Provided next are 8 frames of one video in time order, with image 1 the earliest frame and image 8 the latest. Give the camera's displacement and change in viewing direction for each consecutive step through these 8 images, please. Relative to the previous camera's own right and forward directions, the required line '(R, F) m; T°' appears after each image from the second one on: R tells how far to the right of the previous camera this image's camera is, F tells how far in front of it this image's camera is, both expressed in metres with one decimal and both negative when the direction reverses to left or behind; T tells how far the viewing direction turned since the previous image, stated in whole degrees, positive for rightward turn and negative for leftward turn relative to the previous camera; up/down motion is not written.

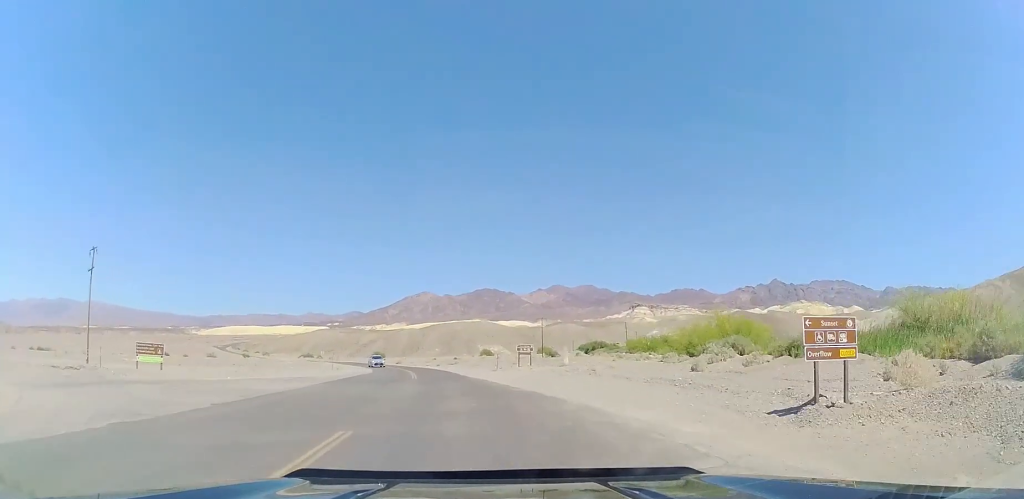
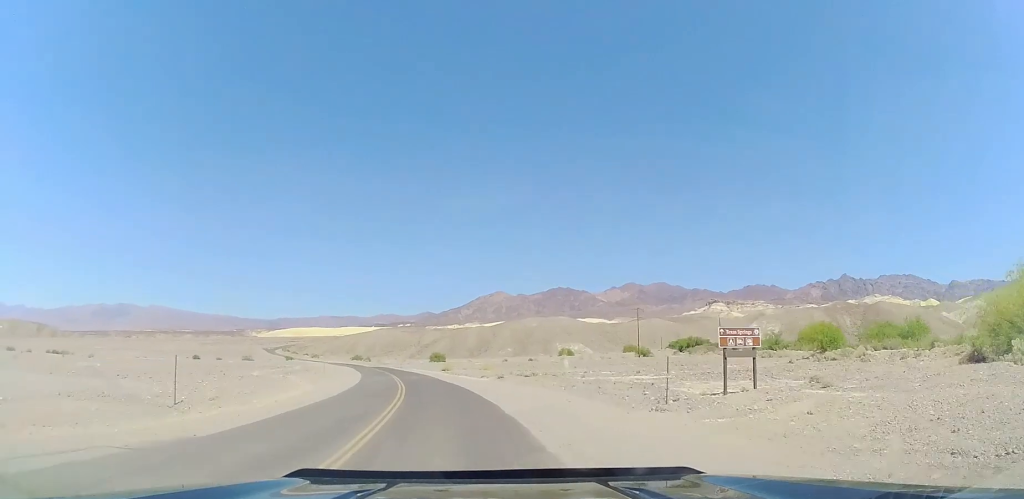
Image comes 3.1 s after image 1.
(-1.2, +33.6) m; -8°
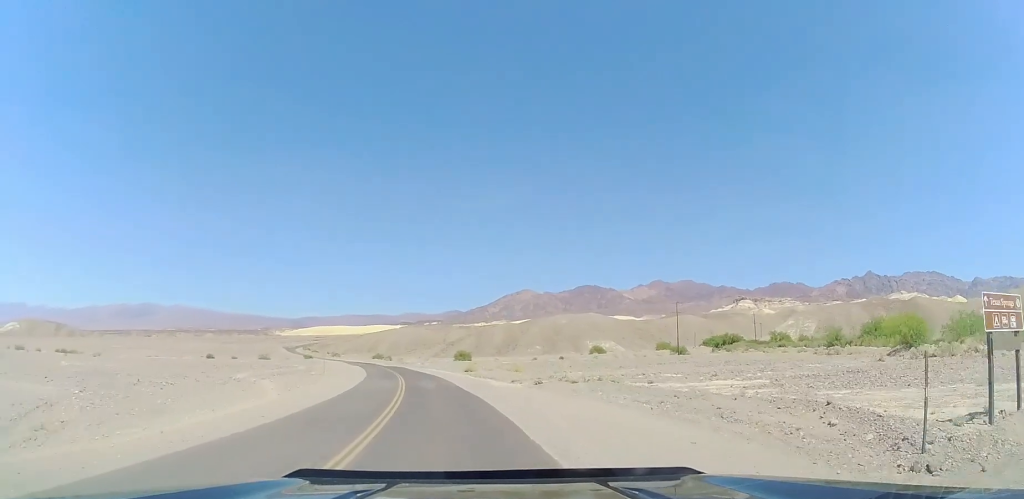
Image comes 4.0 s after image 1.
(-0.3, +9.4) m; -4°
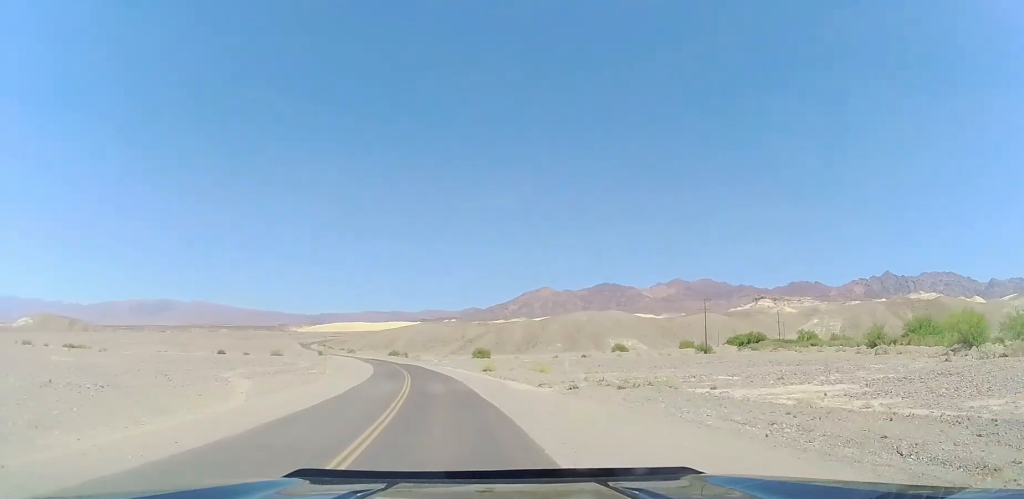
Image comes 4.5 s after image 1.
(-0.1, +5.5) m; -2°
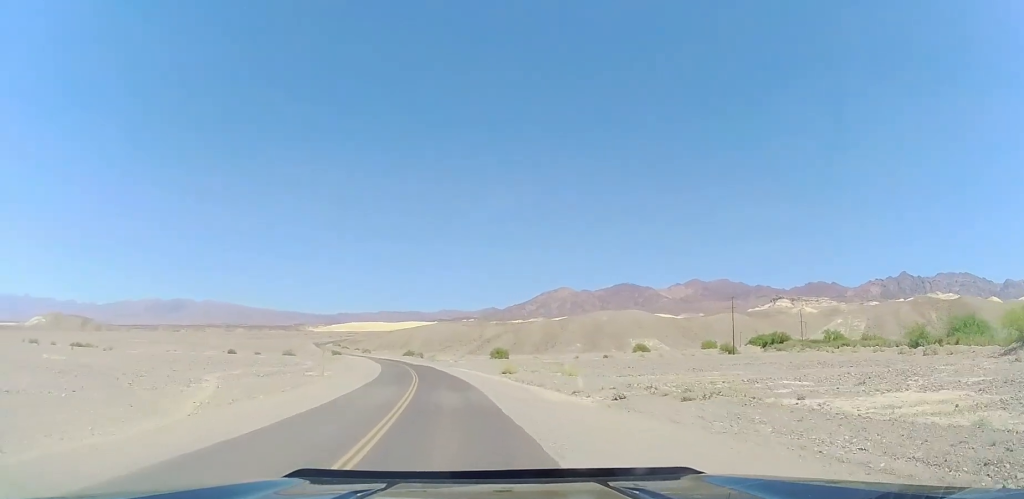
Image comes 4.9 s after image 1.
(-0.1, +5.1) m; -2°
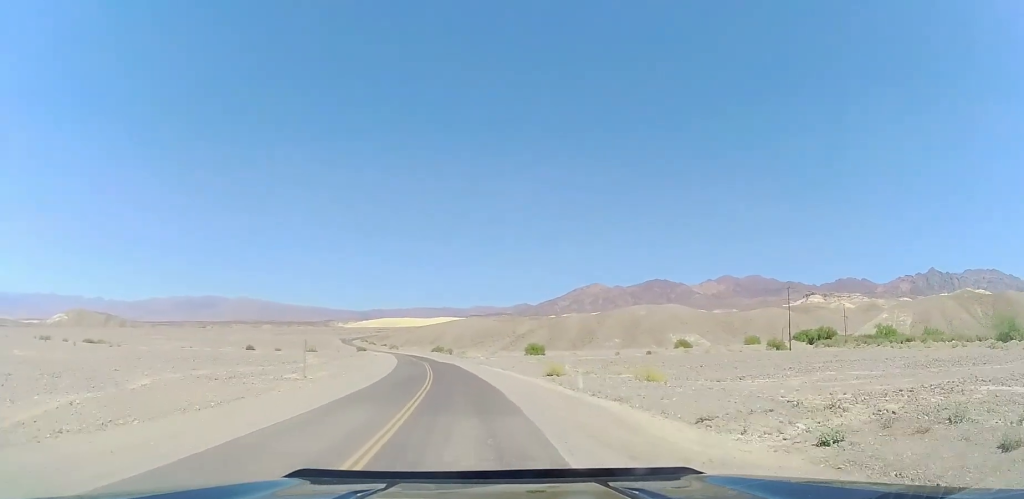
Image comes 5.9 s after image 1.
(-0.3, +10.4) m; -1°
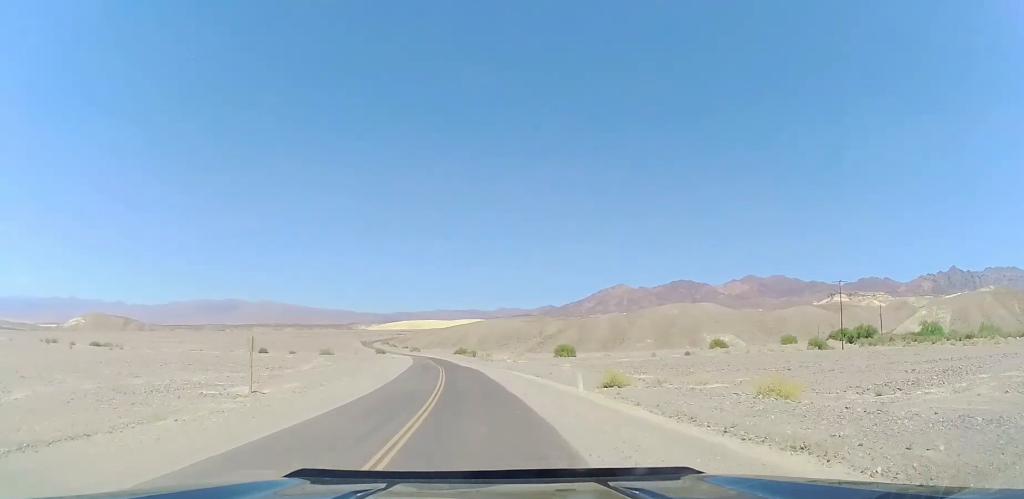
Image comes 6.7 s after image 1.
(0.0, +9.6) m; -1°
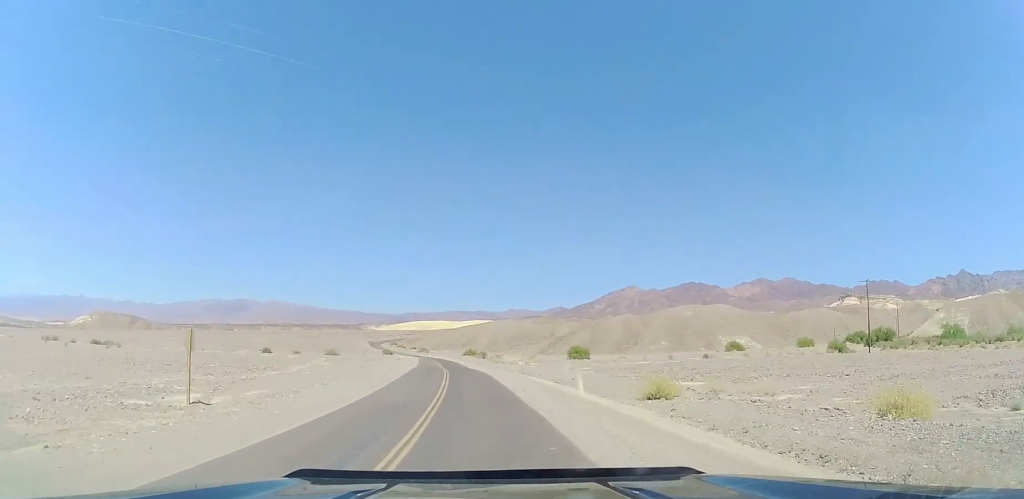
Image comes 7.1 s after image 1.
(+0.3, +5.1) m; -1°
